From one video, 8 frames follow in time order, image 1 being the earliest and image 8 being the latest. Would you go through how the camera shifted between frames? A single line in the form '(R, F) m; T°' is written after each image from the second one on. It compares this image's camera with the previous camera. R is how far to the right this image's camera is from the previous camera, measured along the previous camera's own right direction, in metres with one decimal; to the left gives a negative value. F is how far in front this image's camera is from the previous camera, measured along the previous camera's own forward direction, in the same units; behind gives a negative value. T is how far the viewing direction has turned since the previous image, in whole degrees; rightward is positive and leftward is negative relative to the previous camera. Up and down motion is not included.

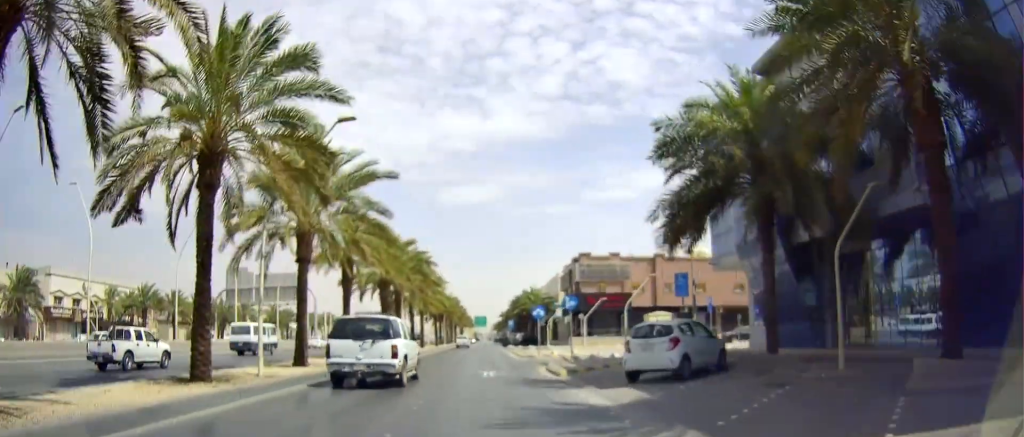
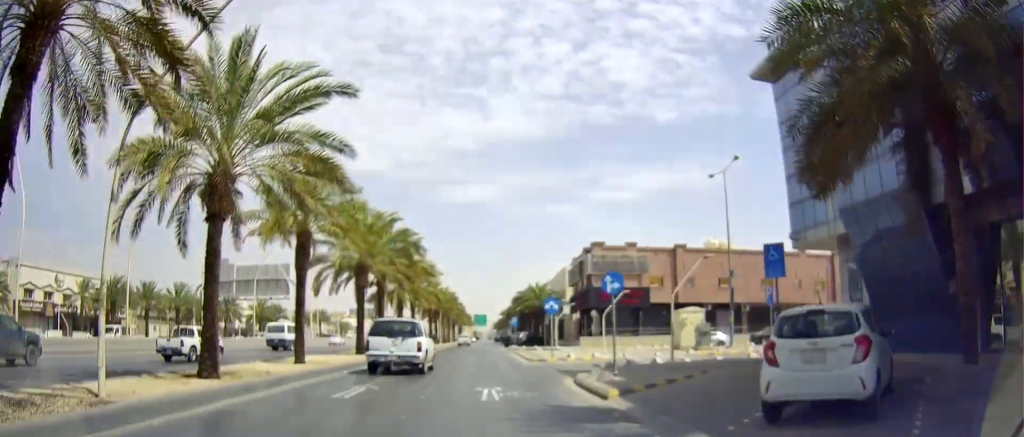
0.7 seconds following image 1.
(-0.1, +7.8) m; +1°
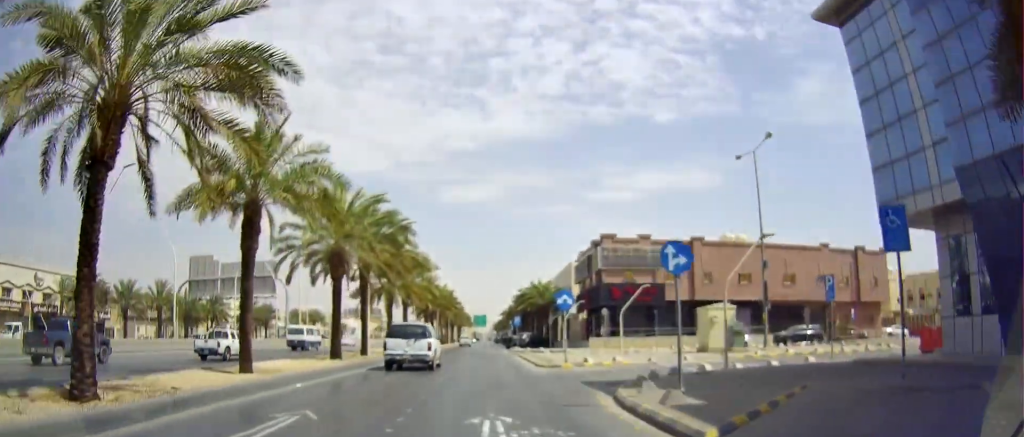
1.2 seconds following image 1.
(+0.2, +5.4) m; +1°
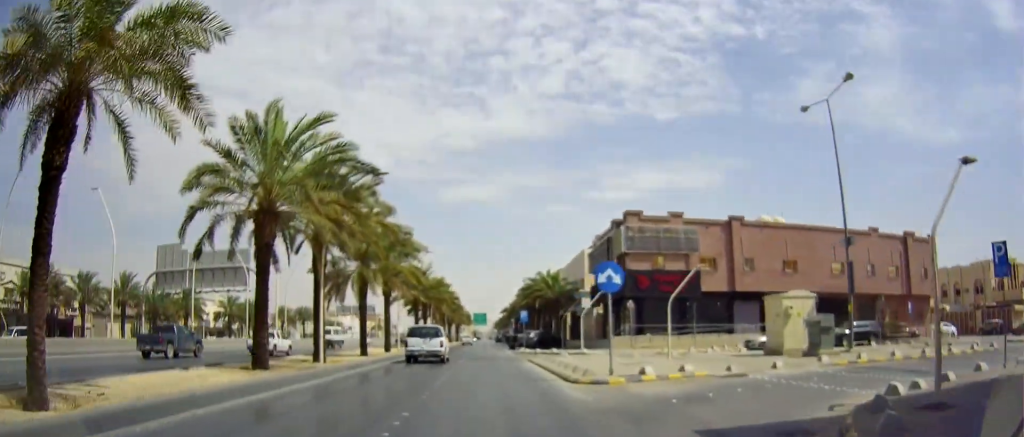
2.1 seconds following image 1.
(+0.2, +9.6) m; 0°
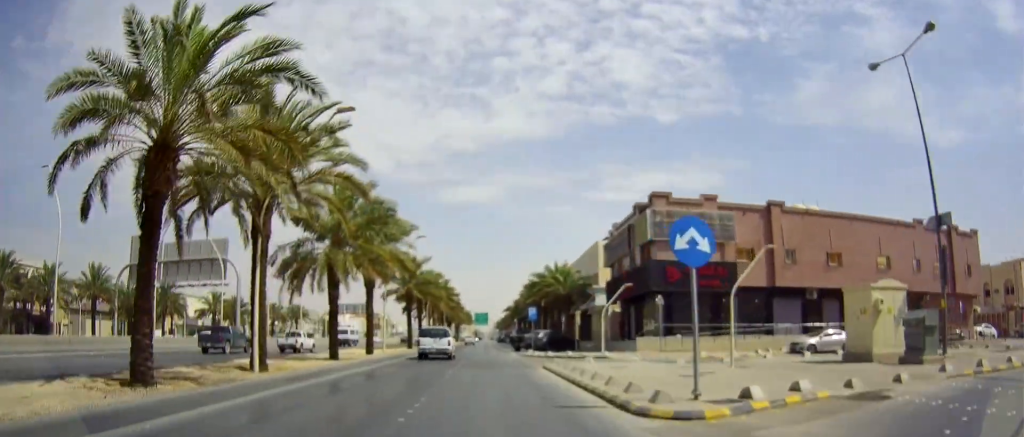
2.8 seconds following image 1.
(0.0, +6.9) m; -1°
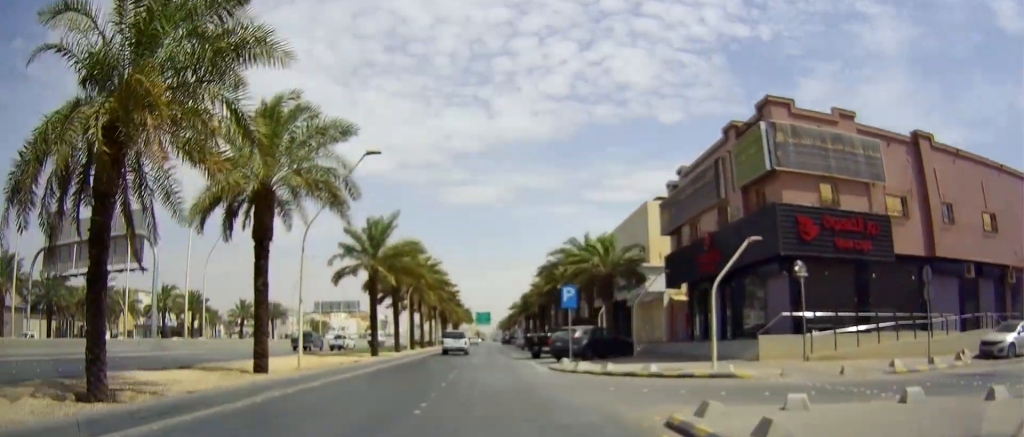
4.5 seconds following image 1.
(-0.9, +16.7) m; -3°
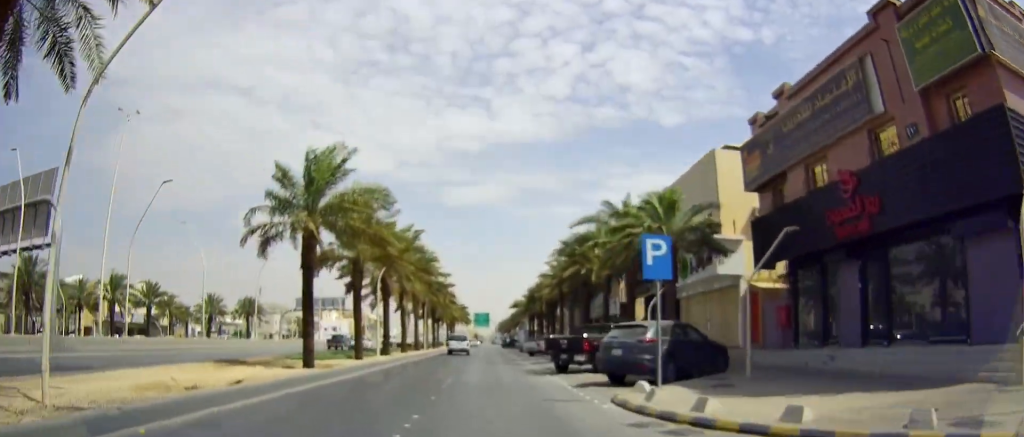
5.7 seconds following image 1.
(+0.4, +12.3) m; +4°
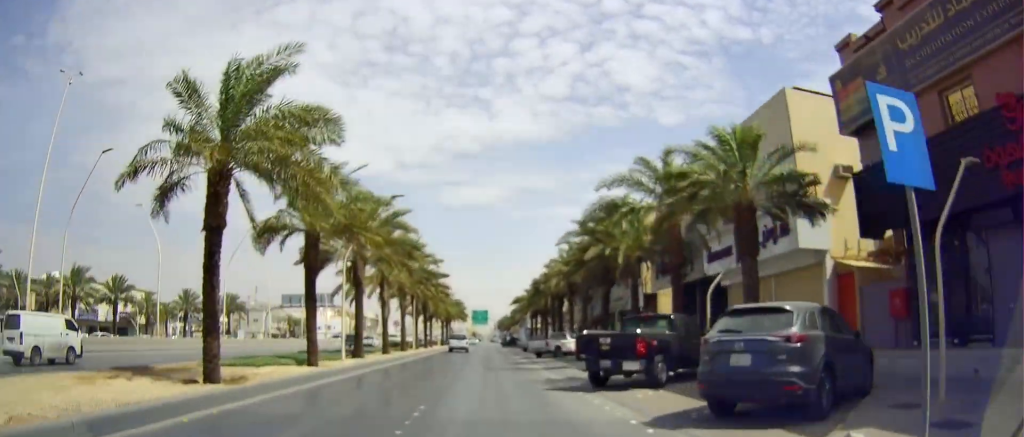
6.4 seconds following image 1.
(+0.2, +7.9) m; 0°
